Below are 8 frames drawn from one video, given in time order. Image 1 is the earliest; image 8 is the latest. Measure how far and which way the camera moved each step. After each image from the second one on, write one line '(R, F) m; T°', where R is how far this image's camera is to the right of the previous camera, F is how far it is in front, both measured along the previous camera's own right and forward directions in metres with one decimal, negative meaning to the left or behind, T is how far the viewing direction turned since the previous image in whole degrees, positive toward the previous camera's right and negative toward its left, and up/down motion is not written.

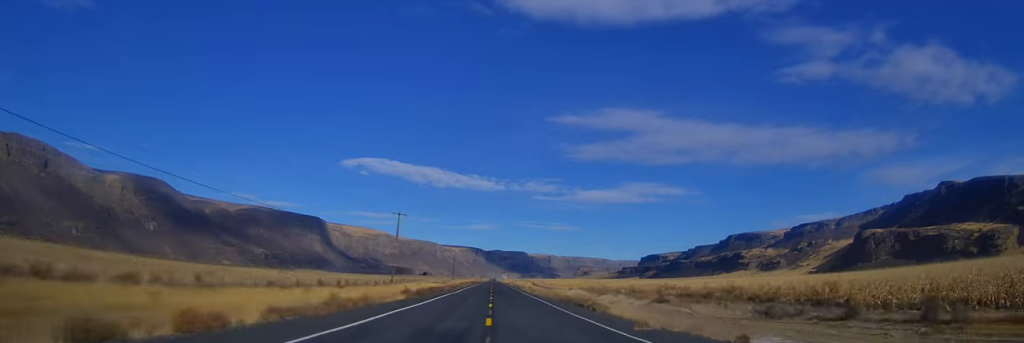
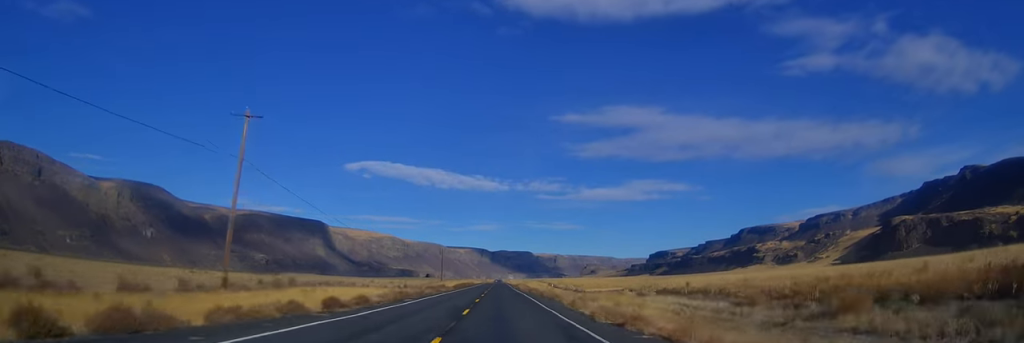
(+0.2, +57.6) m; 0°
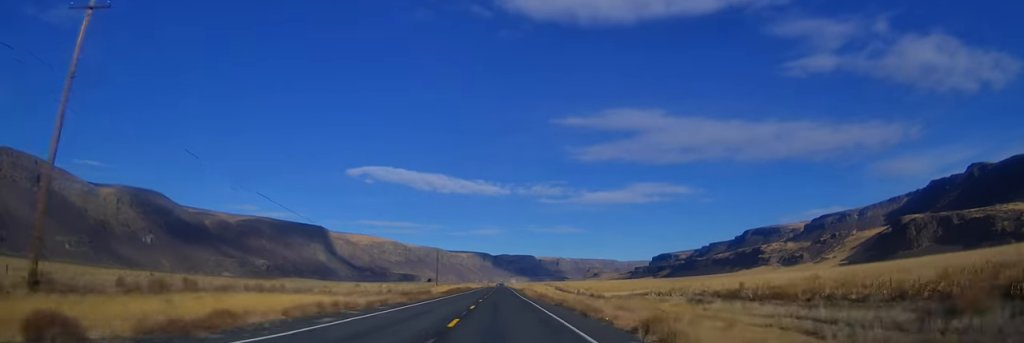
(0.0, +17.1) m; 0°
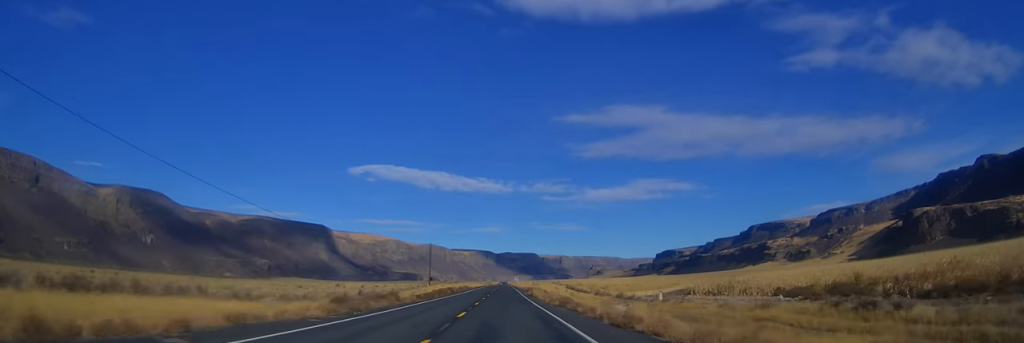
(0.0, +20.2) m; 0°
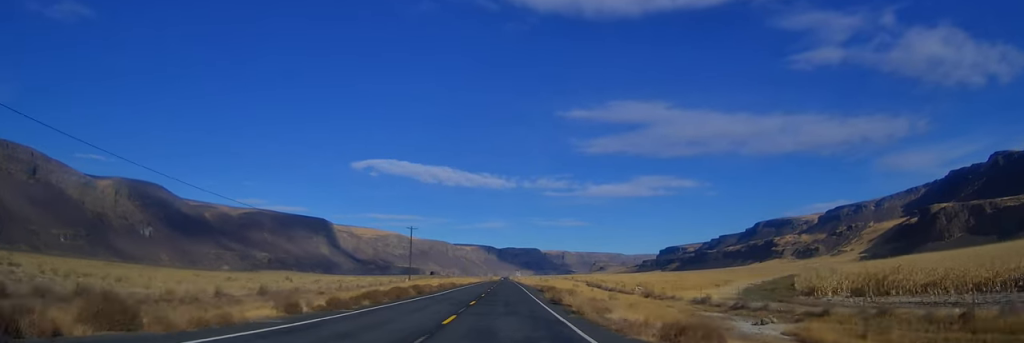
(-0.2, +30.5) m; +1°
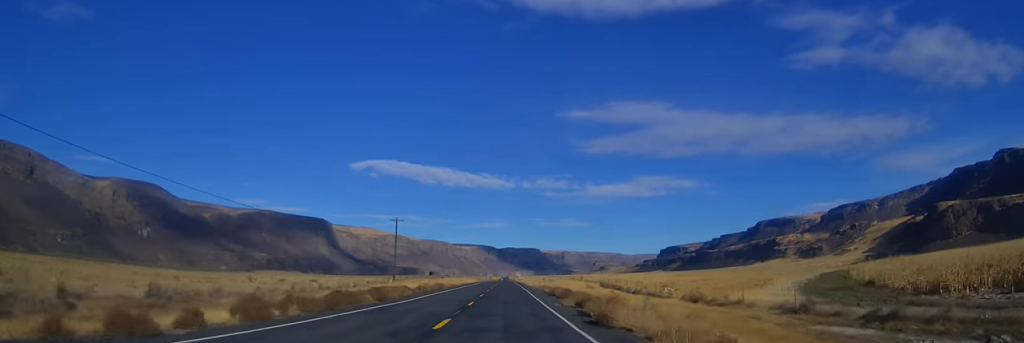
(+0.4, +14.4) m; 0°
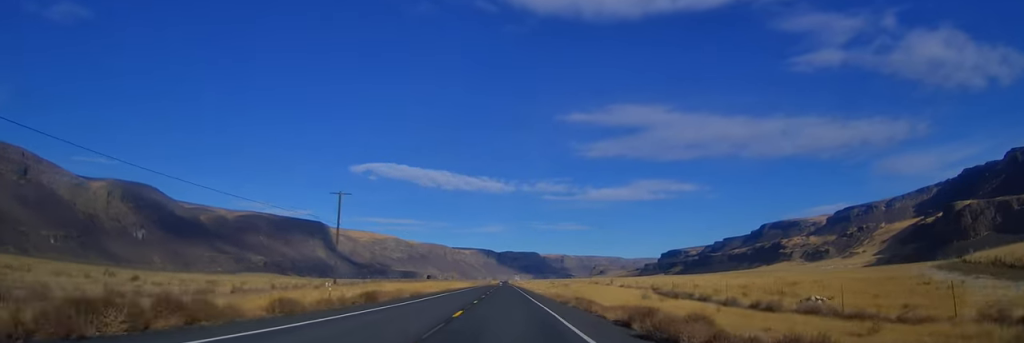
(-0.2, +31.7) m; -1°
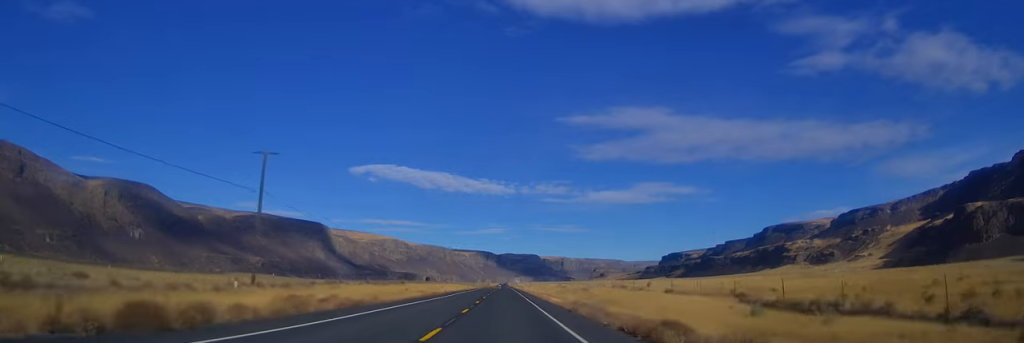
(-0.2, +20.1) m; -1°
